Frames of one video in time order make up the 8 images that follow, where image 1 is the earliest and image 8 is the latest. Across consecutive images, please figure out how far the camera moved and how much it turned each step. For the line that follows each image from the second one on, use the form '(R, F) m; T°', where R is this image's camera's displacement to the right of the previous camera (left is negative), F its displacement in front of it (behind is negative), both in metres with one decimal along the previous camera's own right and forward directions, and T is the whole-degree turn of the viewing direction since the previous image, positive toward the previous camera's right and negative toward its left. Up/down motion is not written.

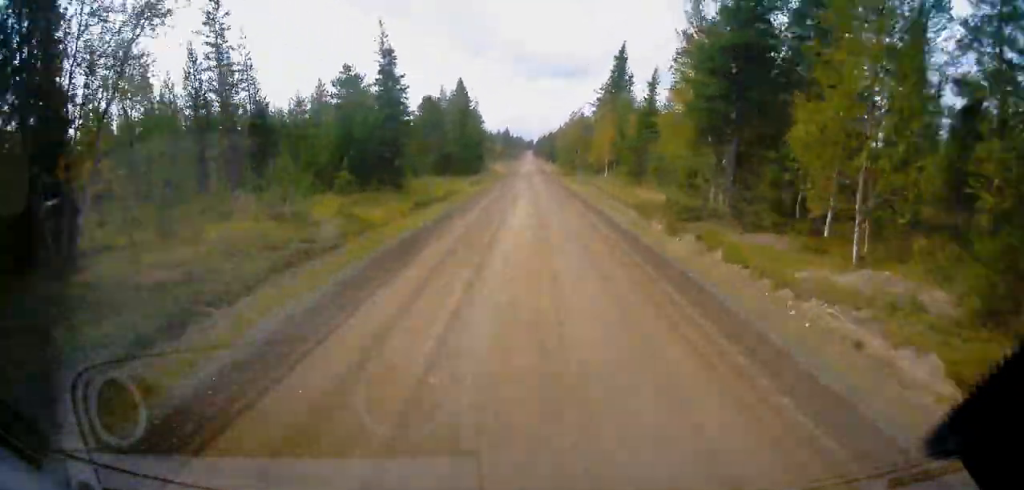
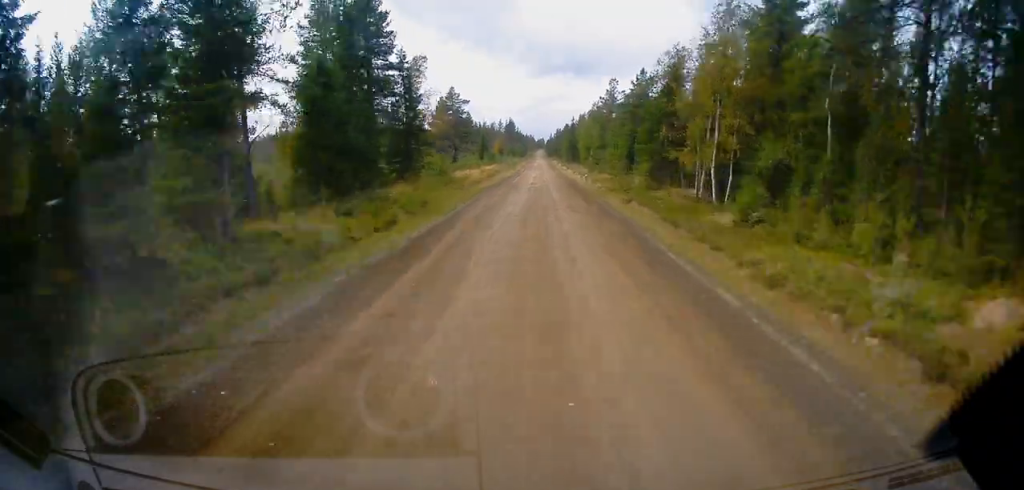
(+25.8, +78.2) m; +20°
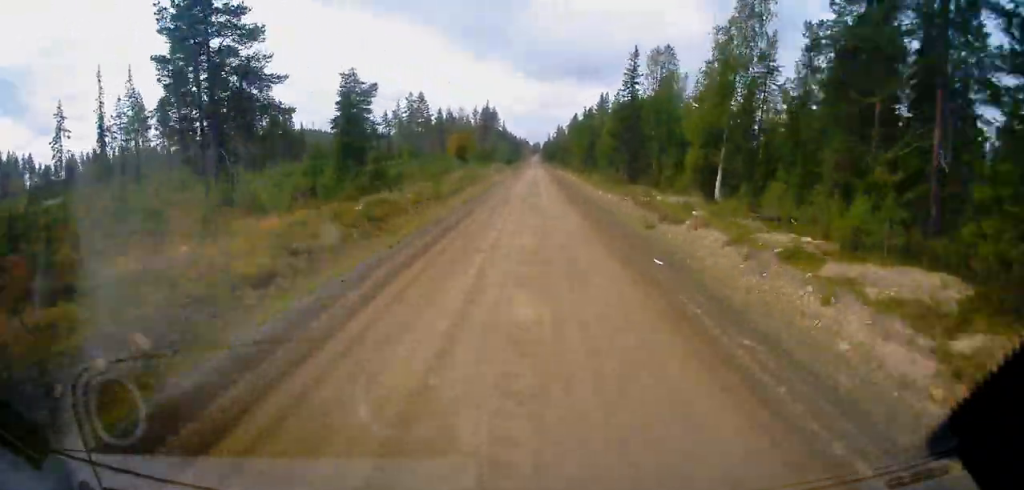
(+4.5, +93.9) m; +6°
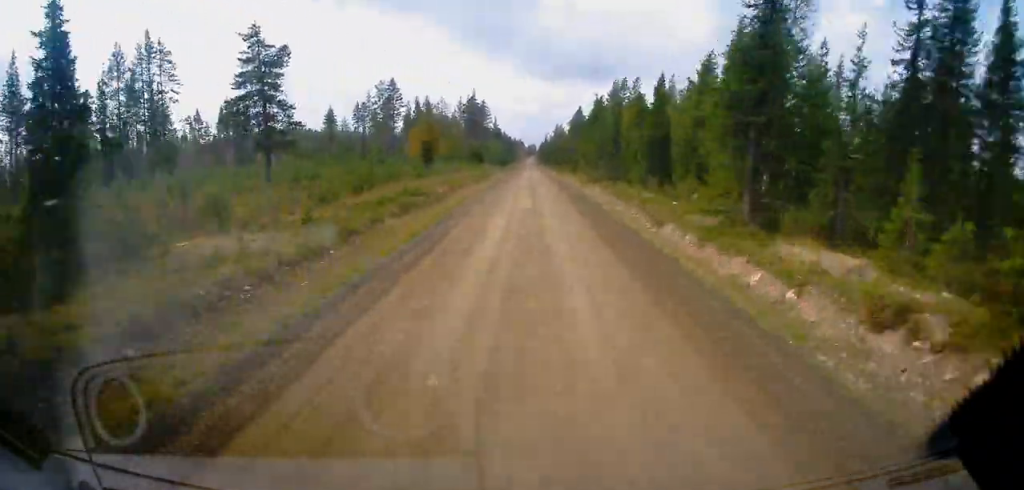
(+0.5, +28.1) m; +2°
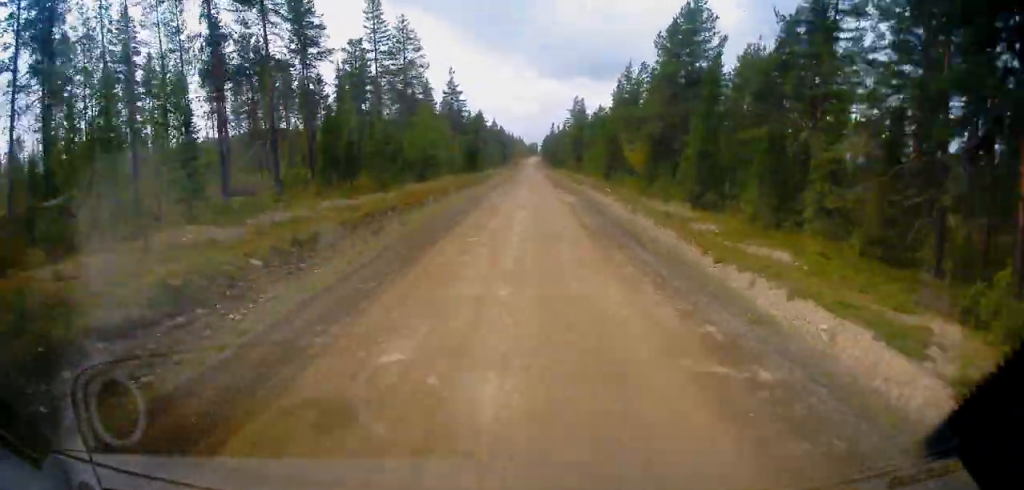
(+8.7, +102.9) m; -4°
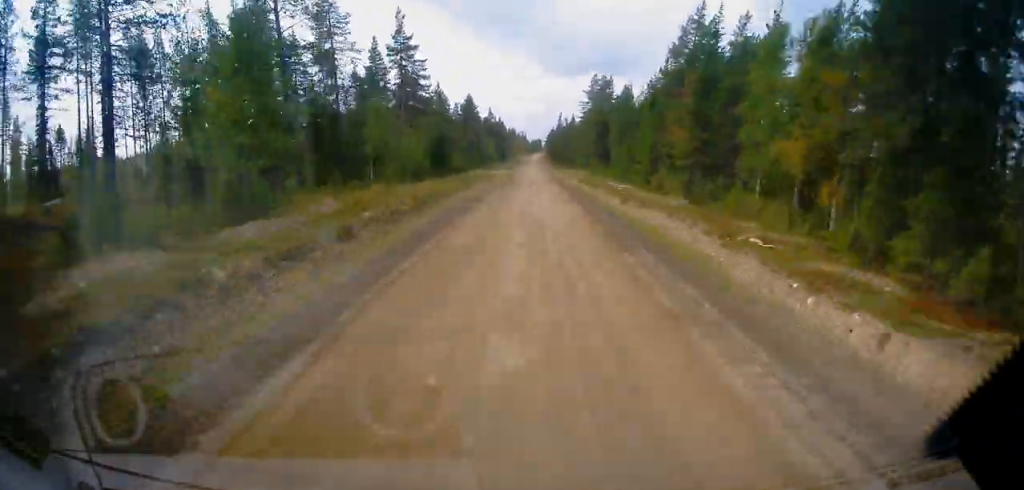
(-7.6, +25.9) m; -5°
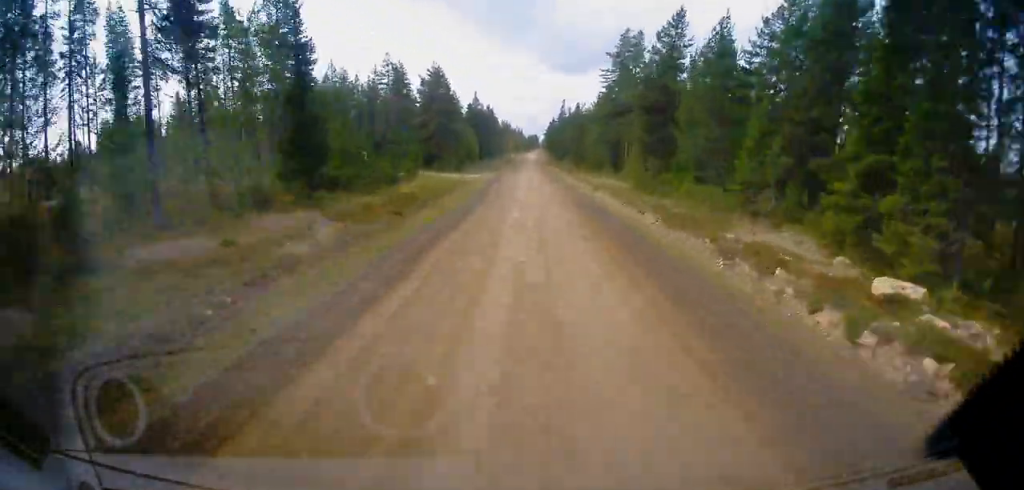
(-3.0, +31.3) m; +1°
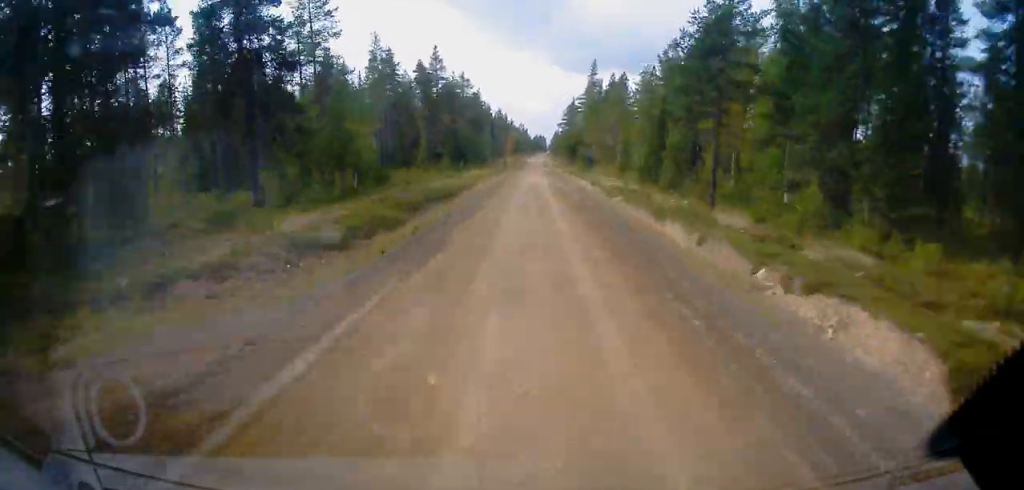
(+12.7, +63.4) m; +9°
